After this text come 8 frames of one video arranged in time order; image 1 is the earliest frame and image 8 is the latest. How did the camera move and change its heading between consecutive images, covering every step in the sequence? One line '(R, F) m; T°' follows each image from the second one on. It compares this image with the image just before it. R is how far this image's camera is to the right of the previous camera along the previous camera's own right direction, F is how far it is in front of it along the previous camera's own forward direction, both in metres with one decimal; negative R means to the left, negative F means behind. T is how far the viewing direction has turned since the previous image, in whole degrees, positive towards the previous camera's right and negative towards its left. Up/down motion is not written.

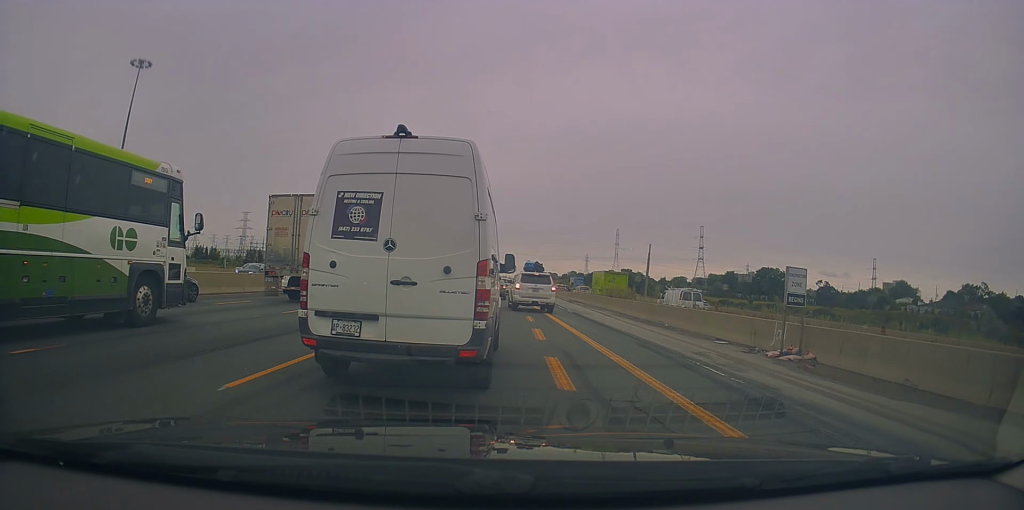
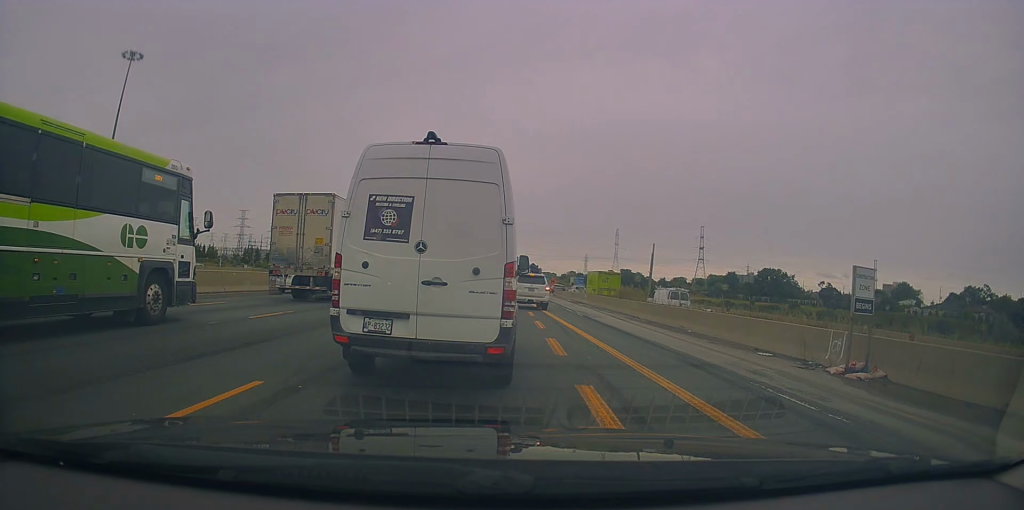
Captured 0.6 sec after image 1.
(0.0, +2.7) m; -1°
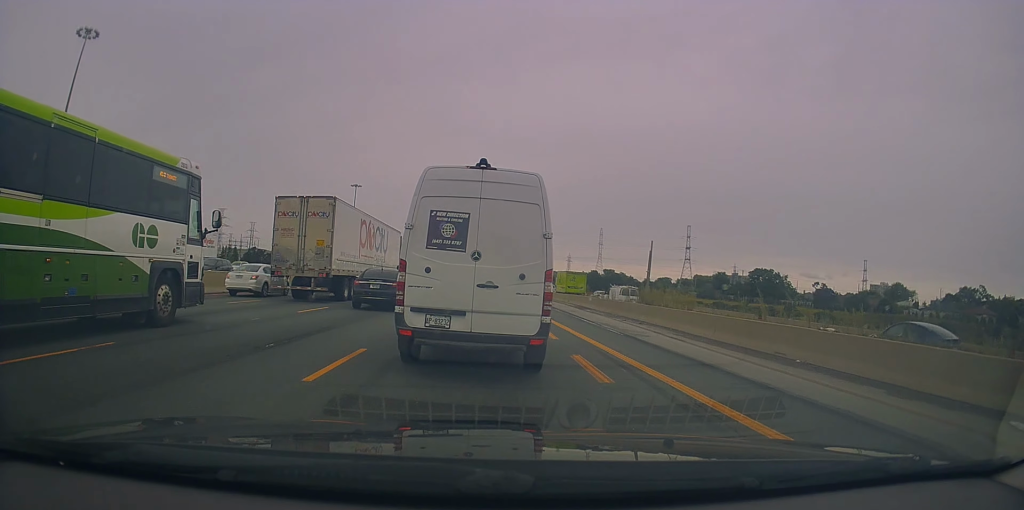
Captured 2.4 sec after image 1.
(-0.6, +8.5) m; -4°
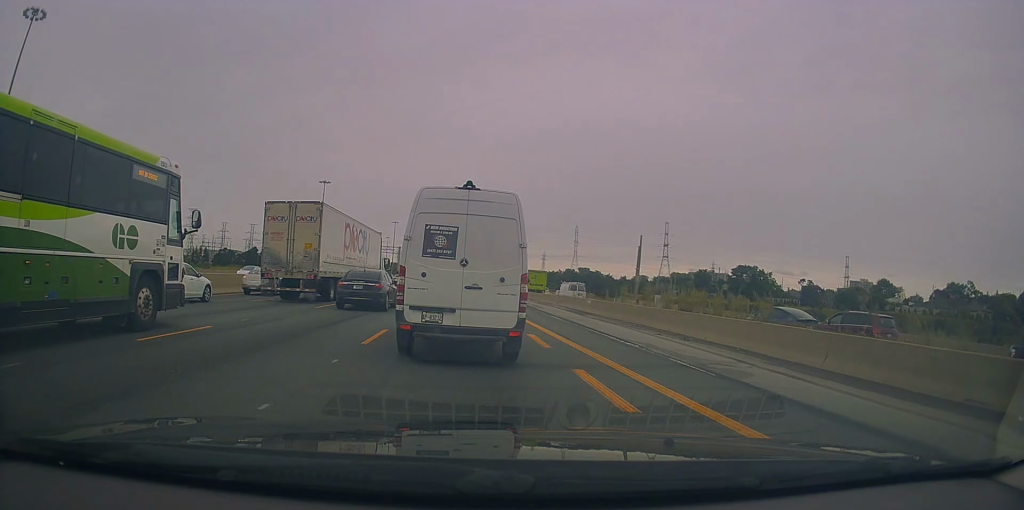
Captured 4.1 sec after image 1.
(+0.6, +7.9) m; +5°
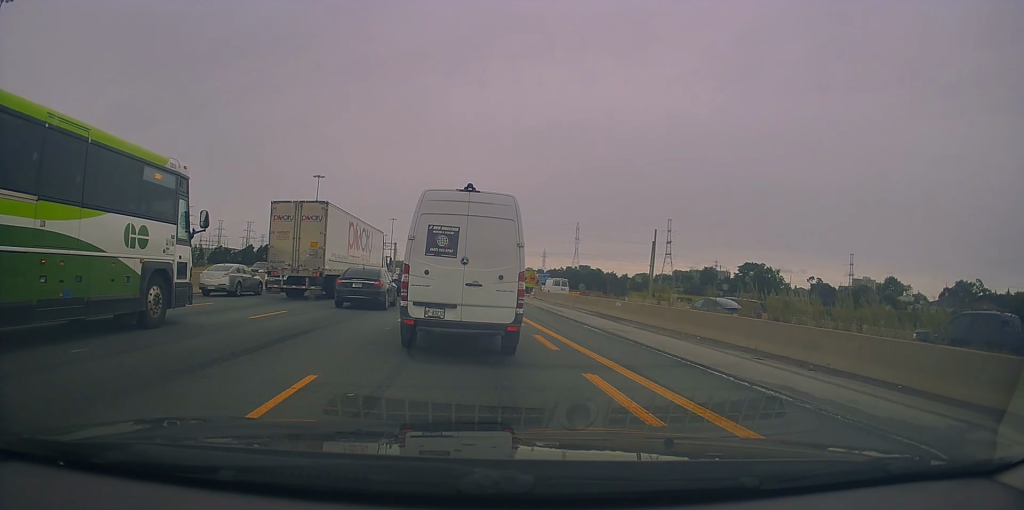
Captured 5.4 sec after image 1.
(0.0, +6.4) m; +2°
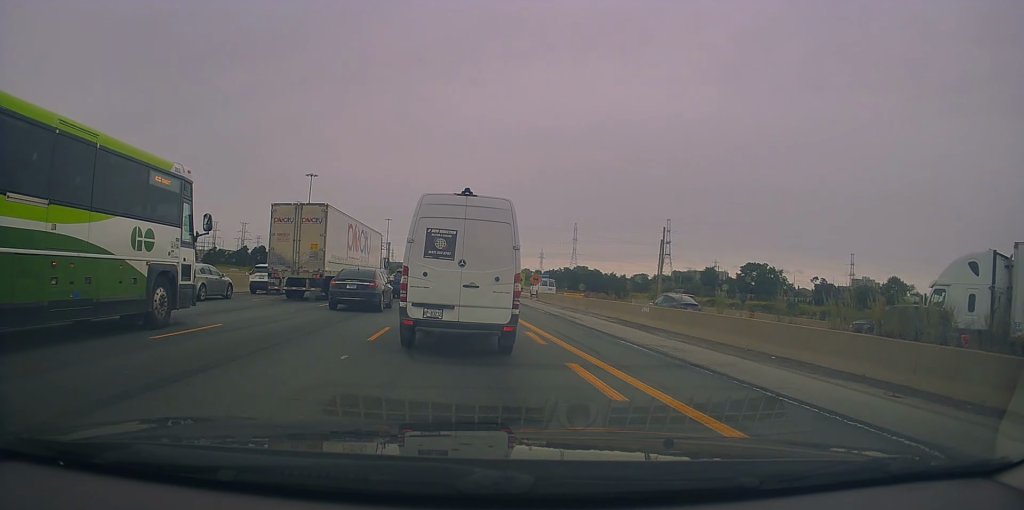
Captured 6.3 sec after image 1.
(+0.1, +4.8) m; 0°
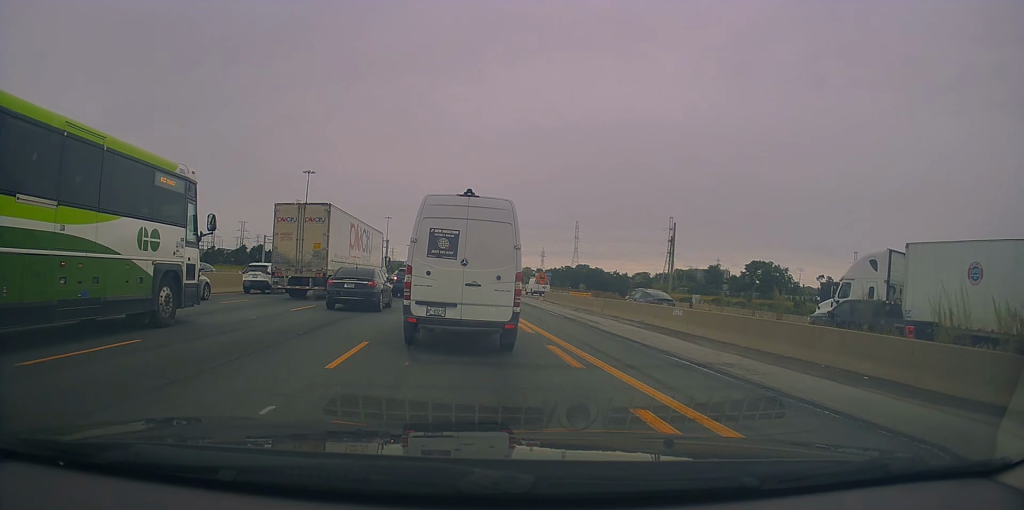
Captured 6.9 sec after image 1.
(-0.1, +3.6) m; -2°
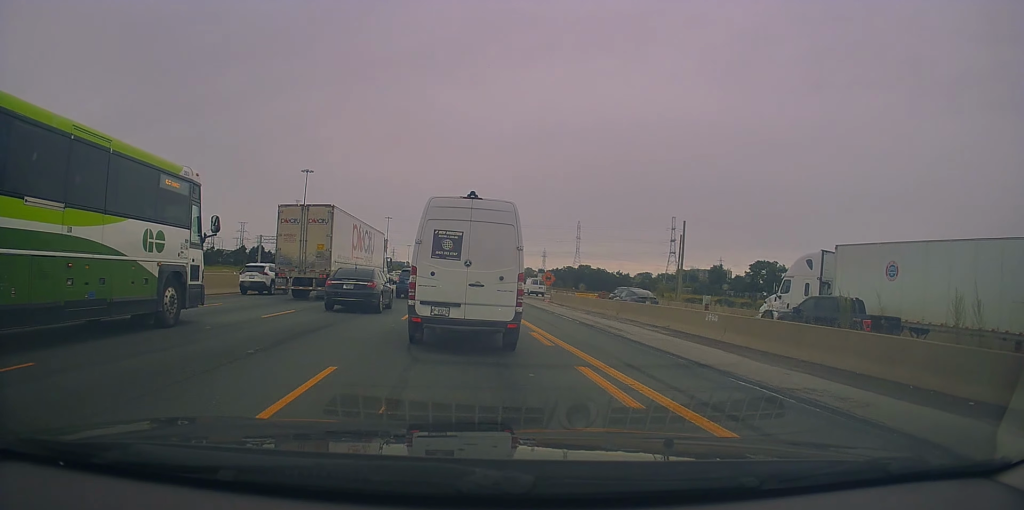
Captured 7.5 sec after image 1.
(0.0, +2.9) m; -2°
